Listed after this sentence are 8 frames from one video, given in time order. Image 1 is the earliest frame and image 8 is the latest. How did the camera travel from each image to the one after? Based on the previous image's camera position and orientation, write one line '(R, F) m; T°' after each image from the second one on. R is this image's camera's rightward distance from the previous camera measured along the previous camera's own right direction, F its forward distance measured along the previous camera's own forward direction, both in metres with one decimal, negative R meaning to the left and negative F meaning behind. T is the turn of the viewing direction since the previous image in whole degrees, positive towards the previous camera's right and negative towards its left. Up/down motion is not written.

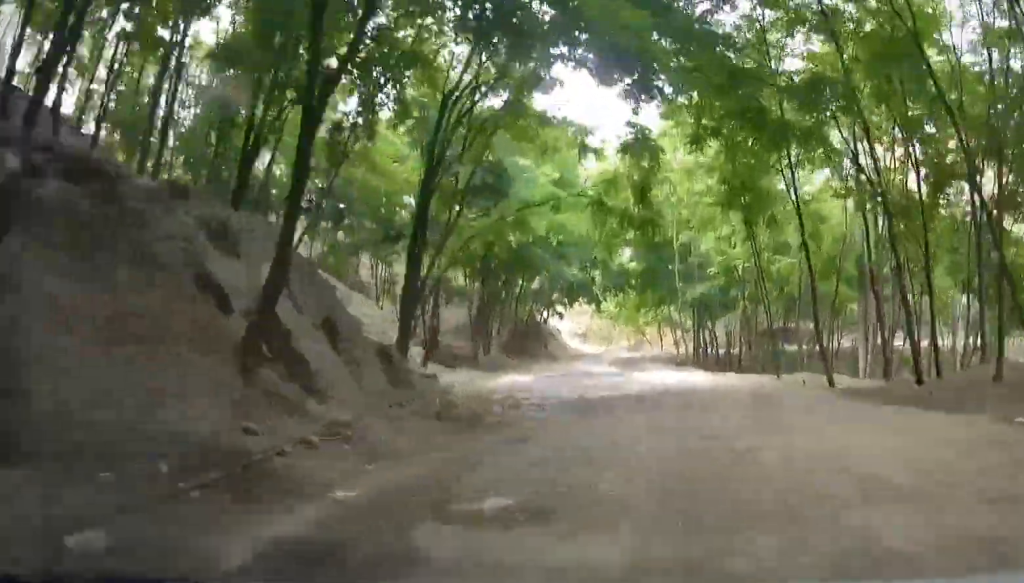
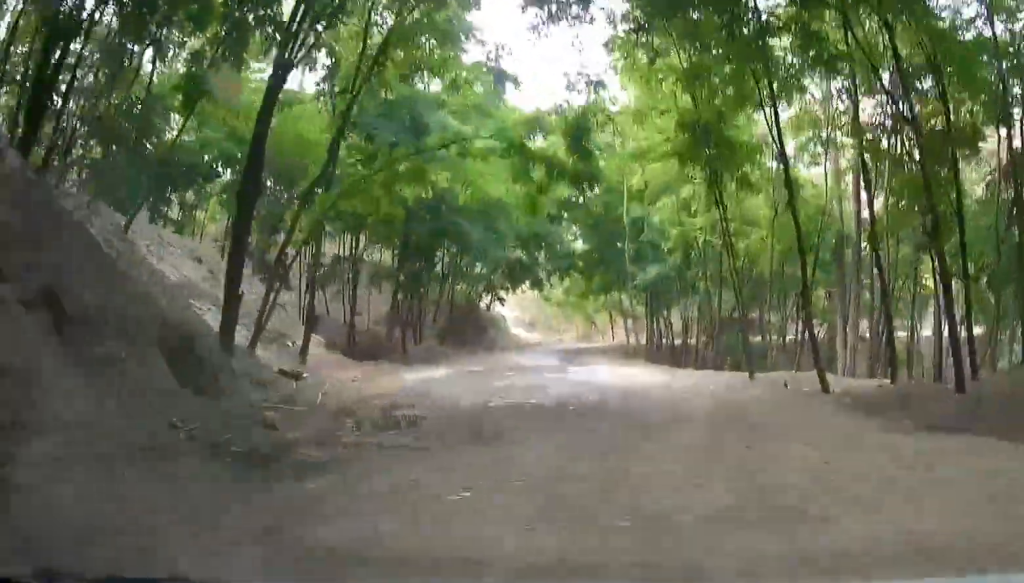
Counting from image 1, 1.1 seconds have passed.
(+0.1, +6.3) m; +2°
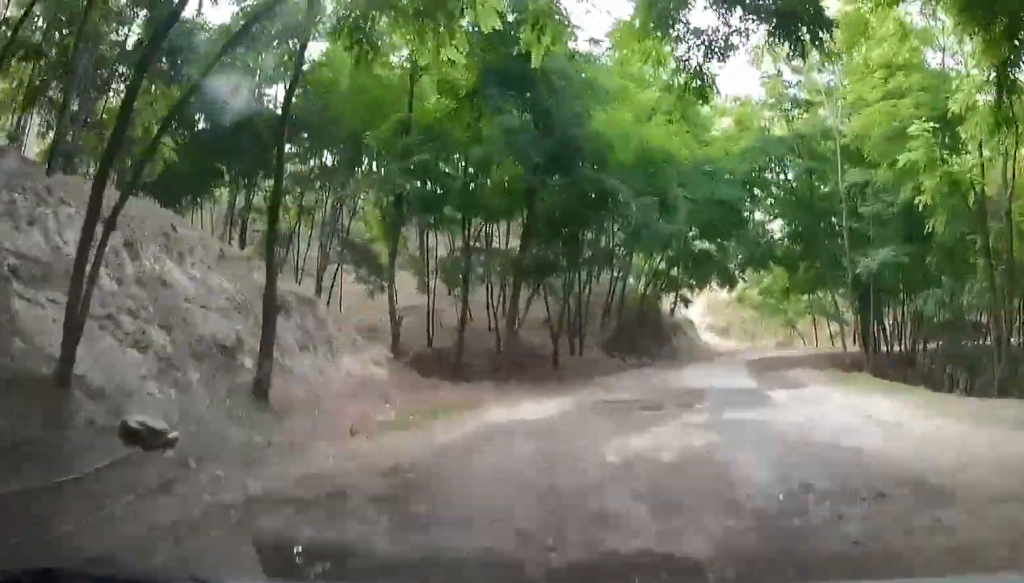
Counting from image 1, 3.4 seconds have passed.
(+0.1, +11.2) m; -6°
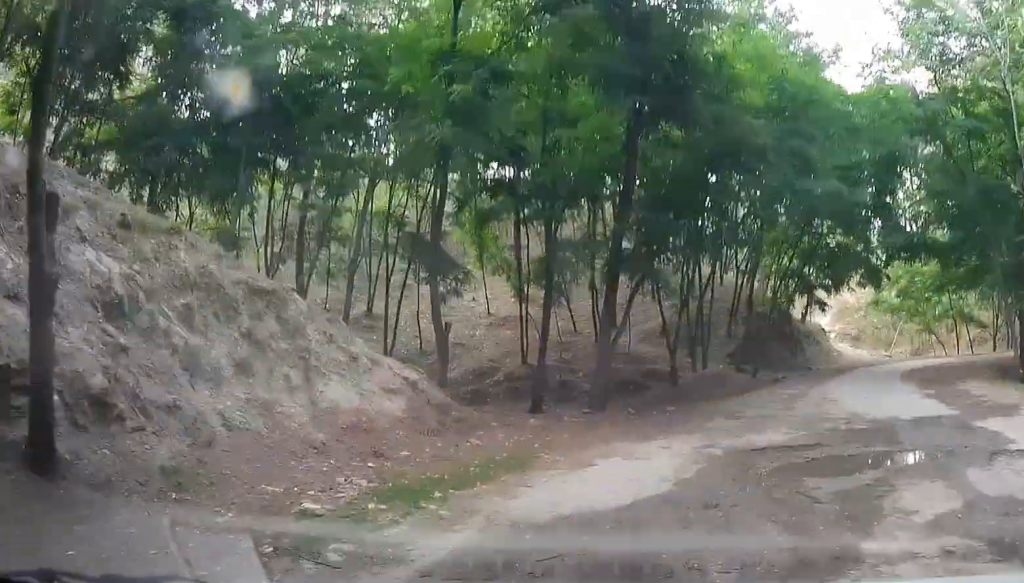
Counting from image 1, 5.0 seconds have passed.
(-0.8, +6.7) m; -10°
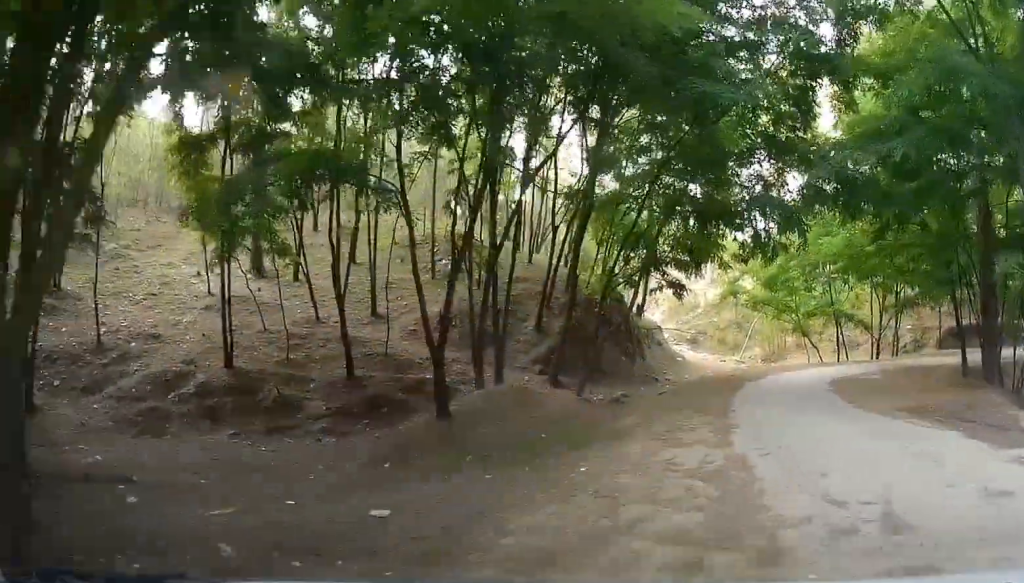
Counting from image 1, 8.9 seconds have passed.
(-0.7, +14.5) m; +8°
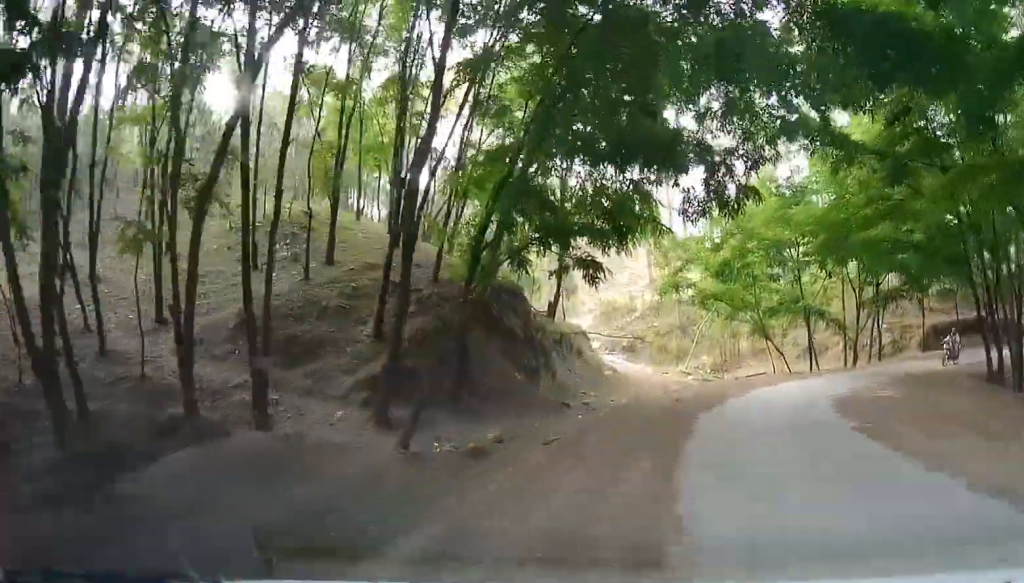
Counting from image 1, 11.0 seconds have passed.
(+1.1, +7.9) m; +12°
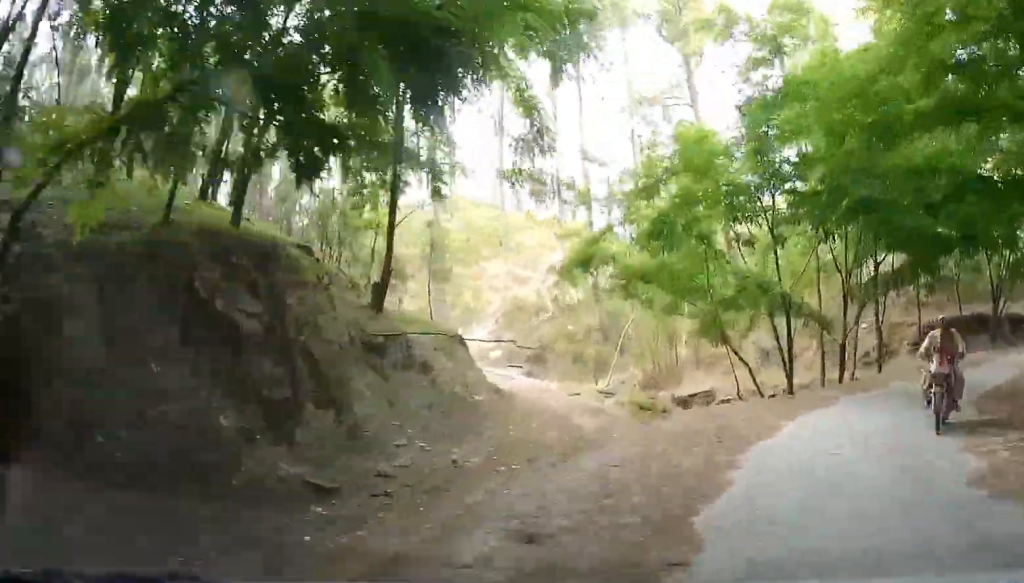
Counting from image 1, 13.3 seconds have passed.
(+0.5, +9.7) m; +9°
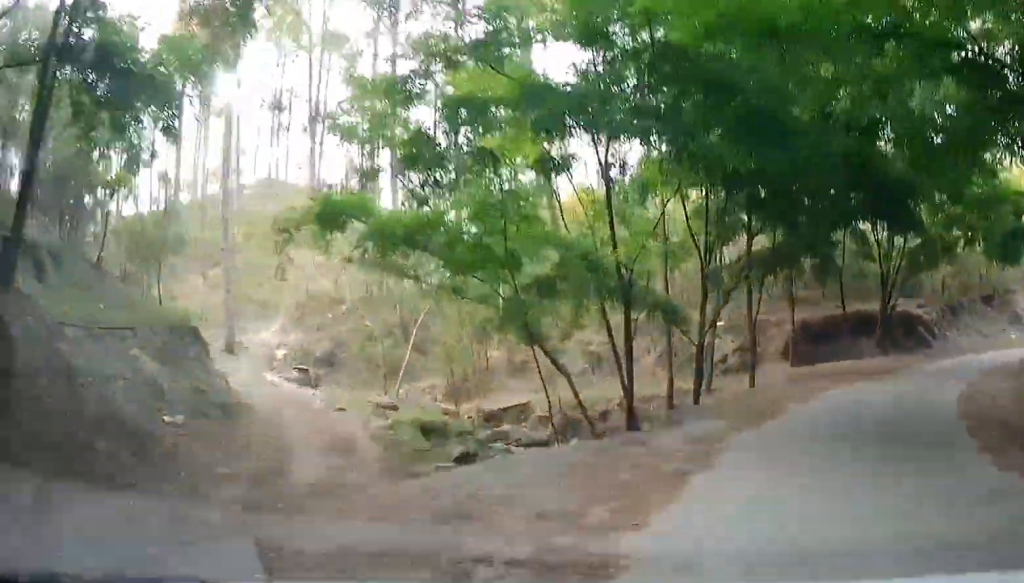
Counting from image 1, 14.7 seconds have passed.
(+0.6, +6.3) m; +9°
